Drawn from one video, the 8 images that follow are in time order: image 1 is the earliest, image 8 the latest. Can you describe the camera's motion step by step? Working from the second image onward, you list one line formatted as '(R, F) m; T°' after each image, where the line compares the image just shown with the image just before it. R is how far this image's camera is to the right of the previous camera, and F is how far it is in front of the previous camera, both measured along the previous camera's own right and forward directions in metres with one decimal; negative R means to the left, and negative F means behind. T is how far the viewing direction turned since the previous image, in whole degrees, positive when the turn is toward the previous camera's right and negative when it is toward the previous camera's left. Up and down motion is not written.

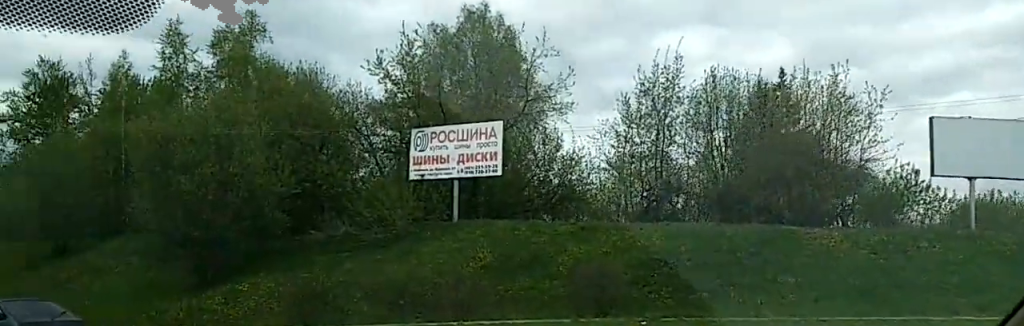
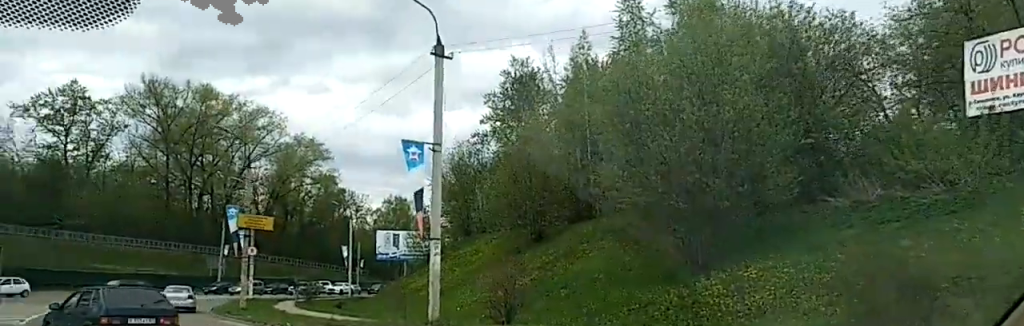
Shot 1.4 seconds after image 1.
(-4.6, +11.8) m; -33°
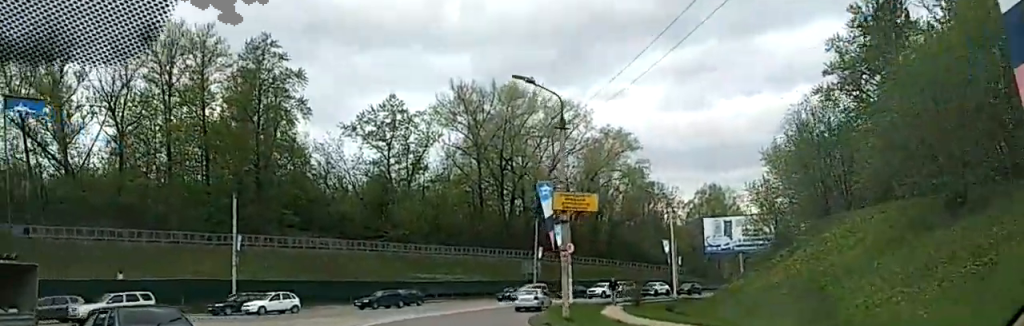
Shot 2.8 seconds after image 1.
(-2.2, +13.3) m; -20°
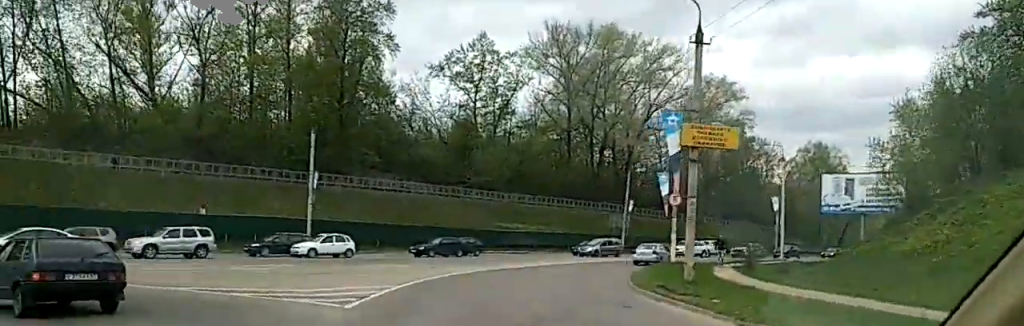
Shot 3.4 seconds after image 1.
(-0.7, +5.7) m; -7°
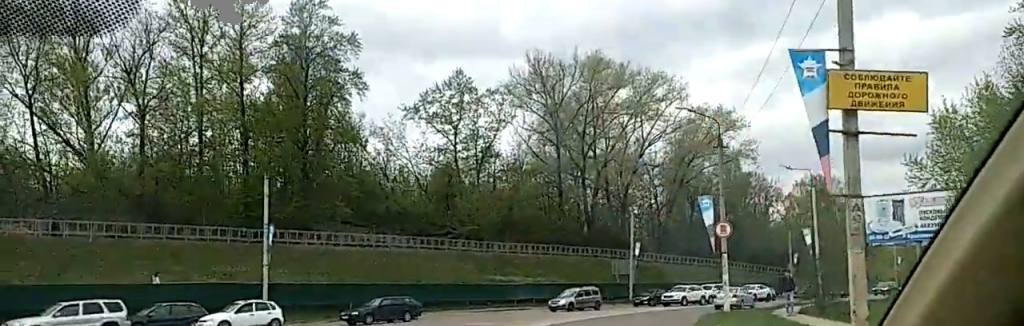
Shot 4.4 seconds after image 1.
(-0.1, +10.6) m; 0°
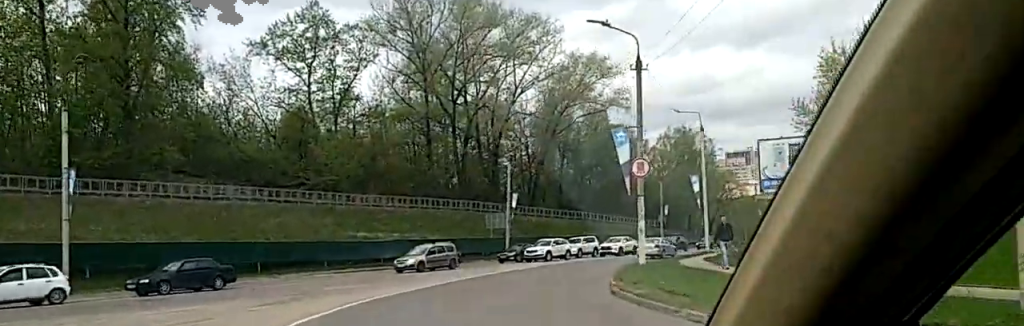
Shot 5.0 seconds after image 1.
(0.0, +7.0) m; +2°
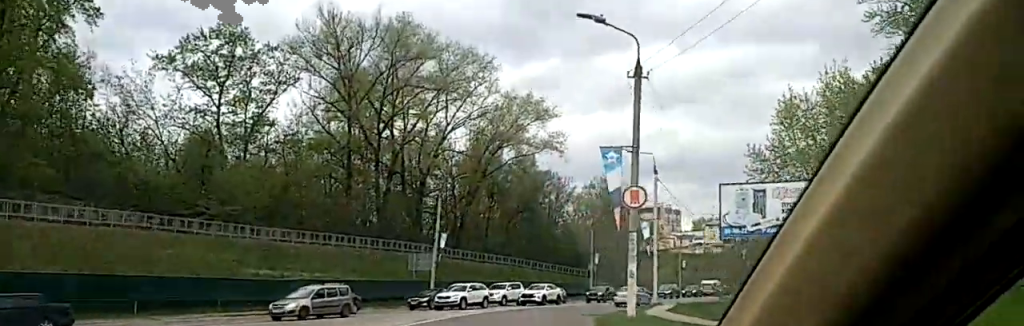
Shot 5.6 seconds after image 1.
(+0.1, +6.6) m; +3°
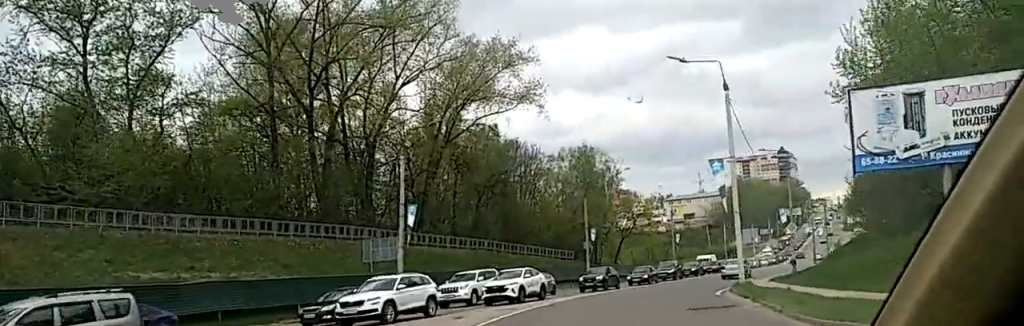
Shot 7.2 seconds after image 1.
(+2.1, +18.1) m; +14°
